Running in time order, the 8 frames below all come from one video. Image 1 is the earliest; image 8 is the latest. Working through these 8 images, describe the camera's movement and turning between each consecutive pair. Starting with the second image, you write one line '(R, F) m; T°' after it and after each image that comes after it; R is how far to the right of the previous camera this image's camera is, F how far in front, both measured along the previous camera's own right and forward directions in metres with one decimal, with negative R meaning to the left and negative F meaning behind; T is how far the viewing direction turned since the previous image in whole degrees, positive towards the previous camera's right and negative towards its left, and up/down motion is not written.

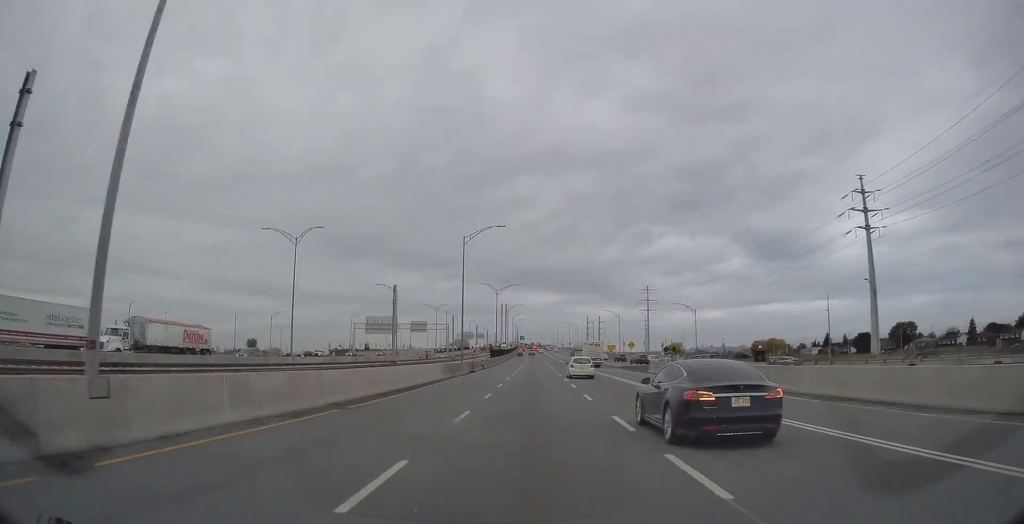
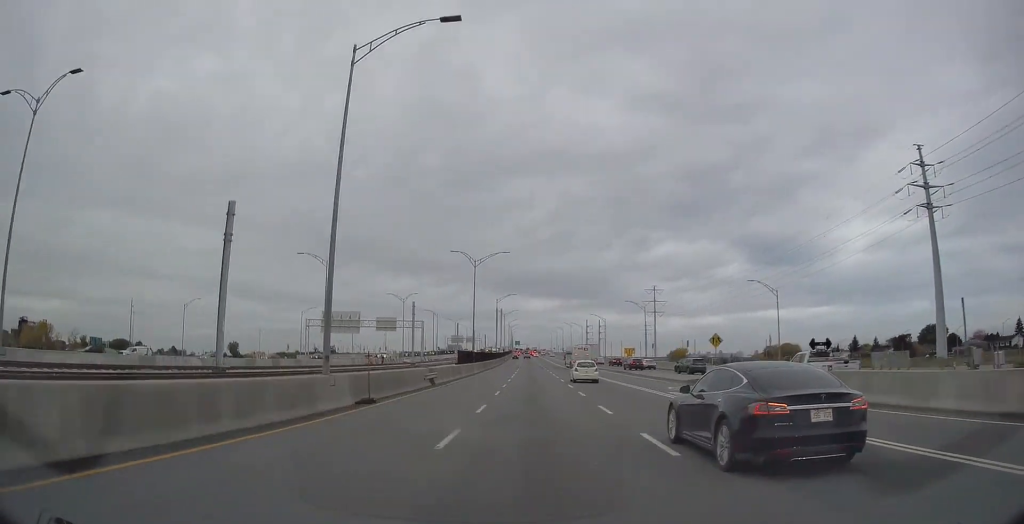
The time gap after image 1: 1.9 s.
(+0.1, +36.6) m; 0°
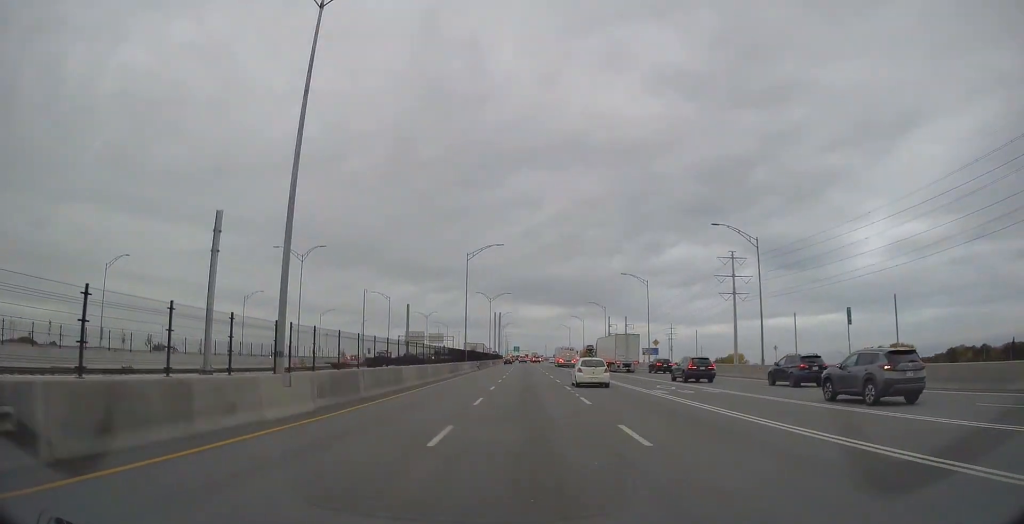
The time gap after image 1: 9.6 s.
(+0.1, +139.0) m; 0°
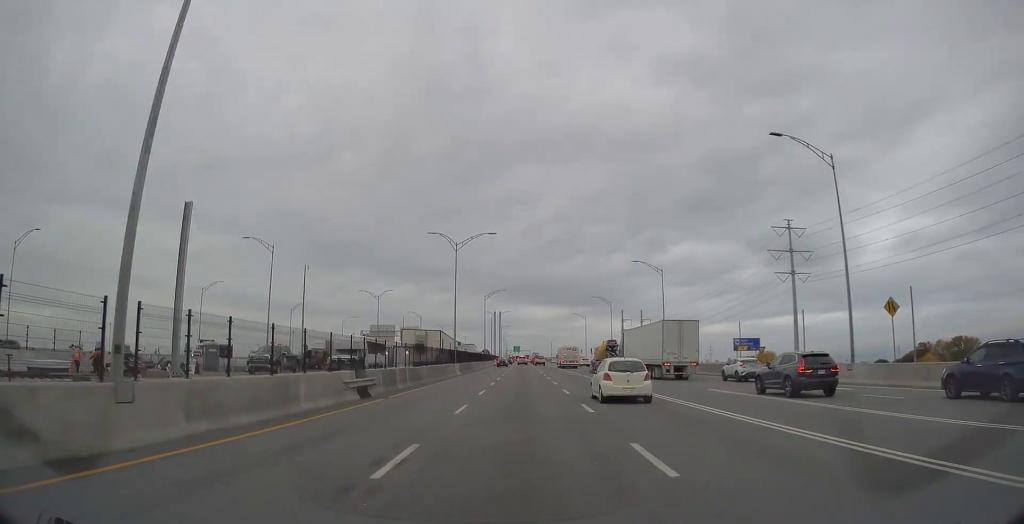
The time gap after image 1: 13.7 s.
(-0.1, +65.7) m; 0°
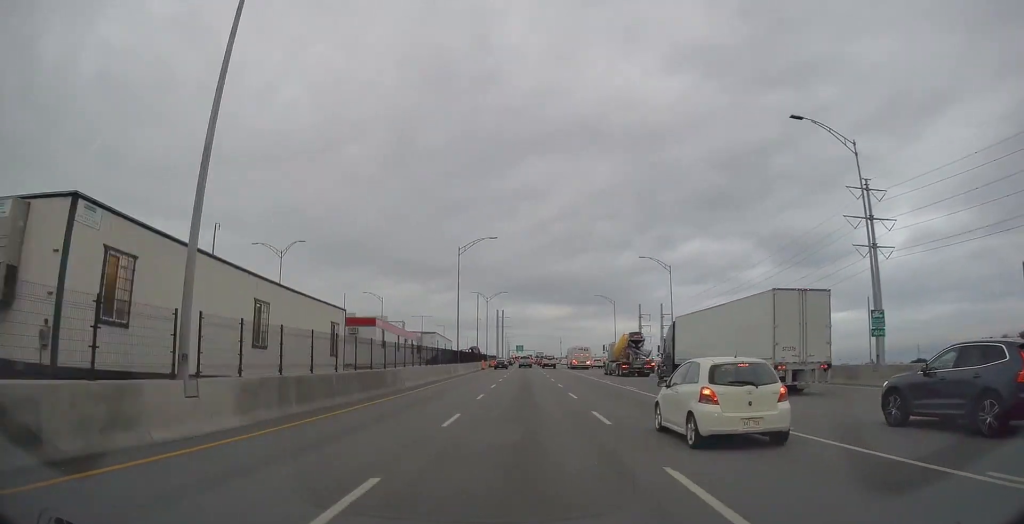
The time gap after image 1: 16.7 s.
(+0.1, +42.3) m; 0°
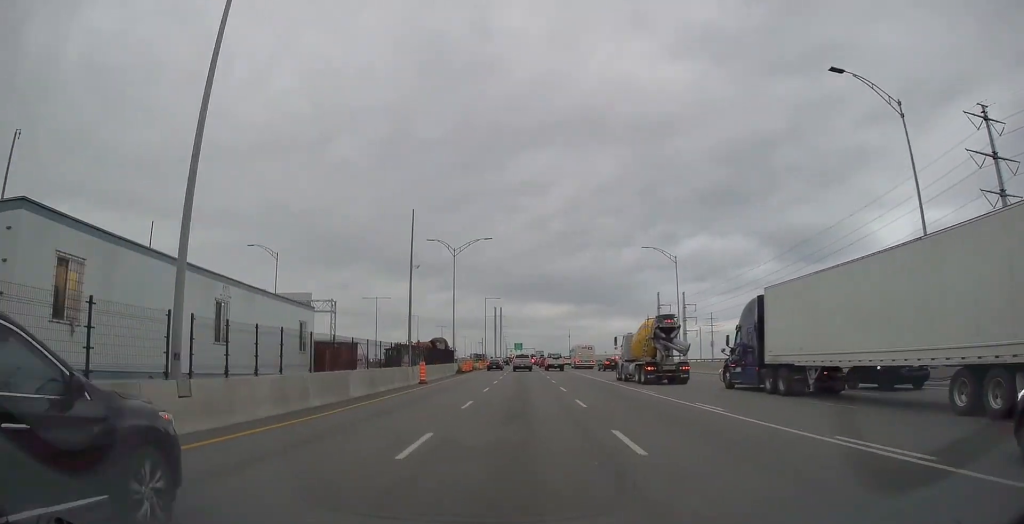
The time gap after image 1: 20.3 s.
(-0.1, +47.3) m; 0°
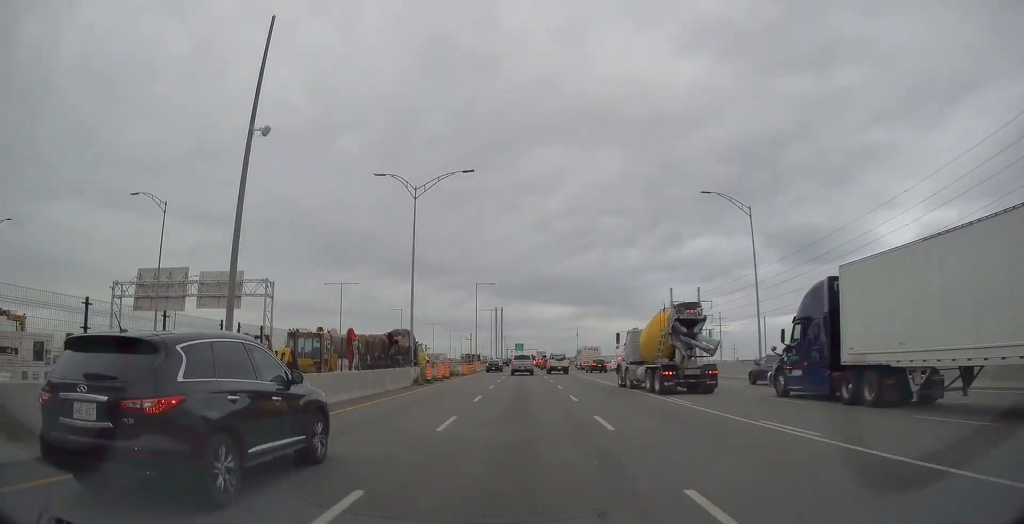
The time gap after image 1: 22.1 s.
(-0.2, +22.8) m; 0°
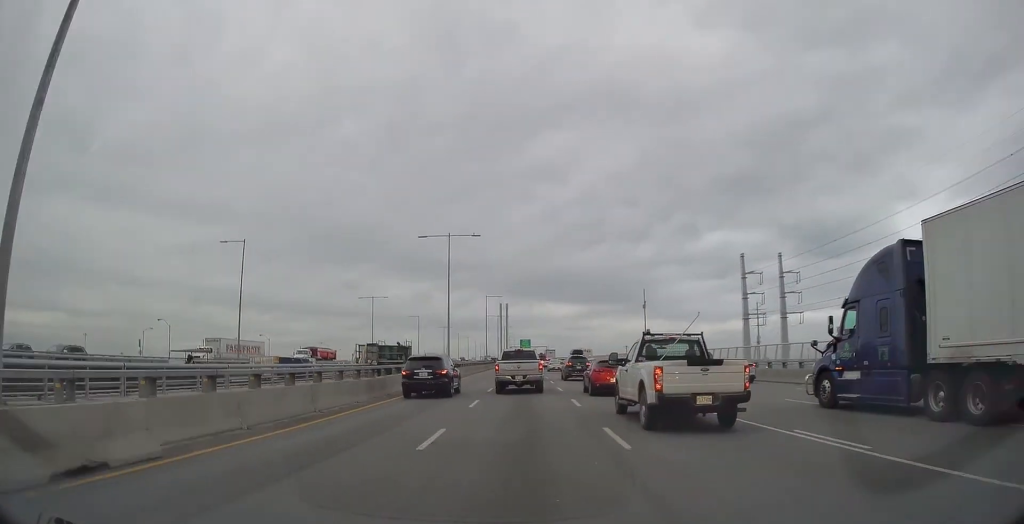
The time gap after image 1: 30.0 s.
(+0.5, +80.2) m; 0°
